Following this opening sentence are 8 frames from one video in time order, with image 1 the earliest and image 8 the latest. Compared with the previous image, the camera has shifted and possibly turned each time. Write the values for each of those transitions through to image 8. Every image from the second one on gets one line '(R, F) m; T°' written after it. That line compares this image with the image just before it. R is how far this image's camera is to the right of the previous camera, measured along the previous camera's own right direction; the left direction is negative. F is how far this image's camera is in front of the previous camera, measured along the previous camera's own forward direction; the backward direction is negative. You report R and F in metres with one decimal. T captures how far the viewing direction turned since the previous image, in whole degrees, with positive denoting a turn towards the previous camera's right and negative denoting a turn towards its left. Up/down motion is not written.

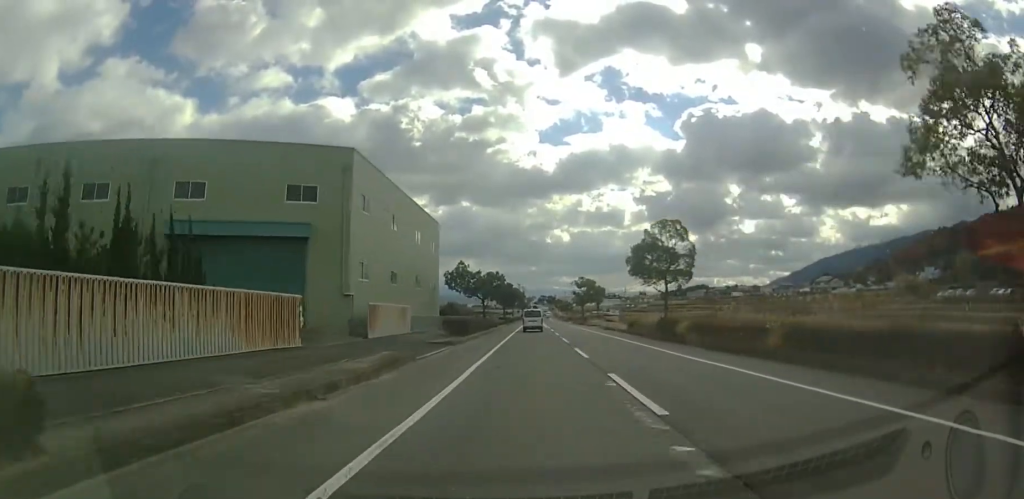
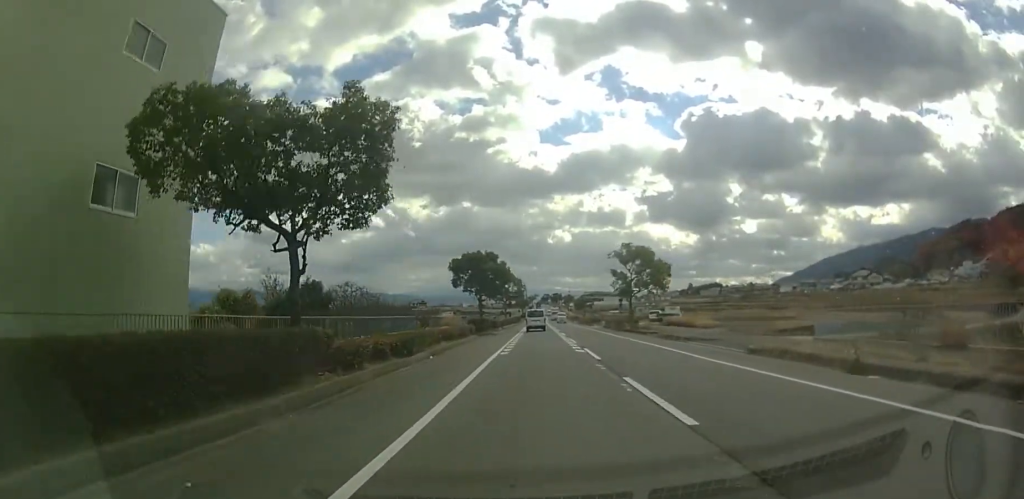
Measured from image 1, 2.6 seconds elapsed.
(+0.2, +41.3) m; 0°
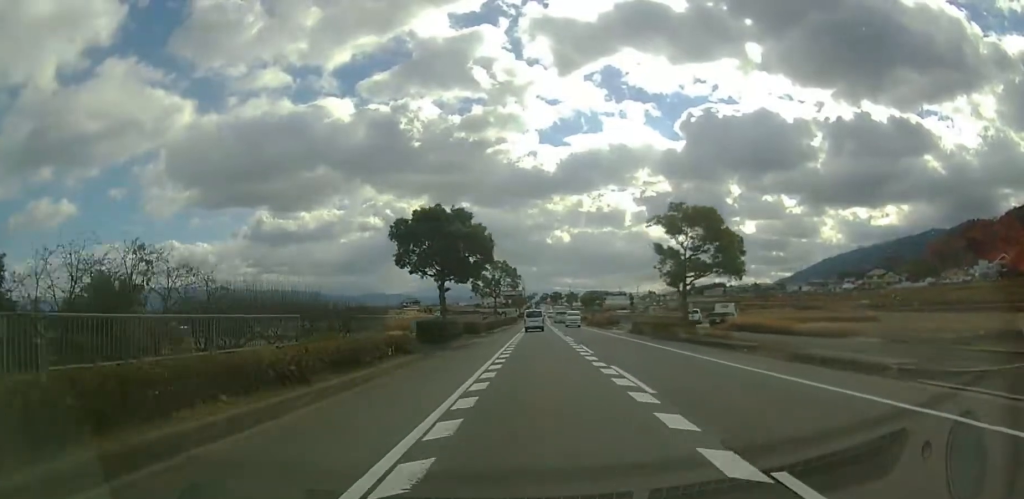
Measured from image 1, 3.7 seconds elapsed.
(-0.1, +17.4) m; -1°
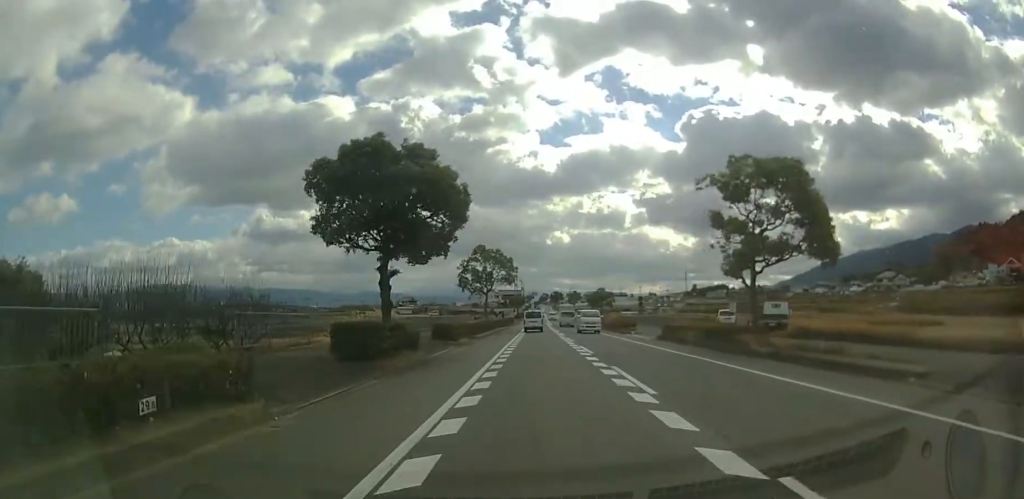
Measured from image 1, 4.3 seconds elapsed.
(0.0, +10.3) m; 0°
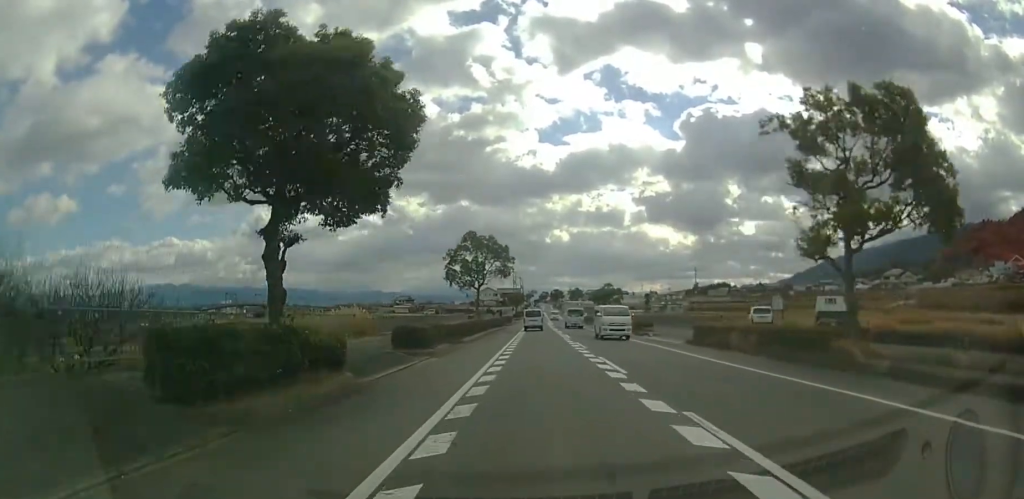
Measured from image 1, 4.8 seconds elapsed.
(-0.1, +6.8) m; 0°
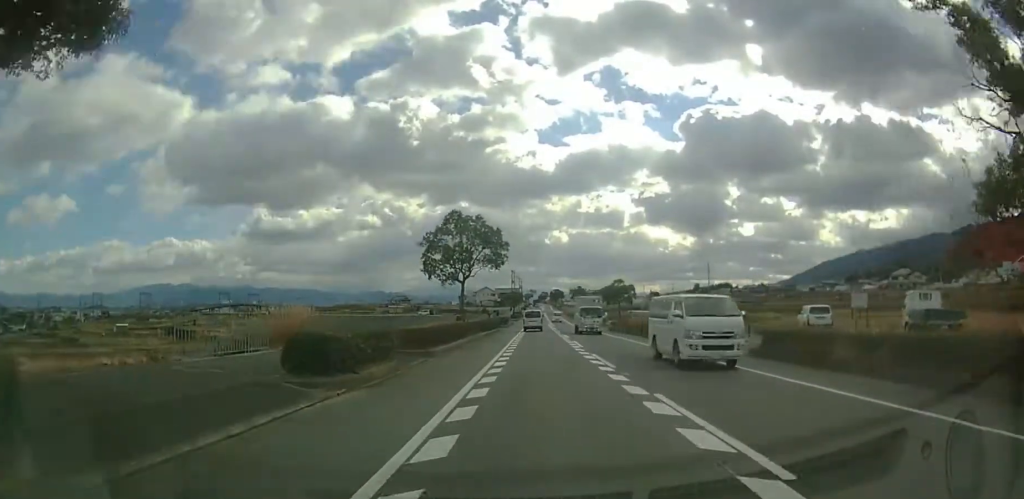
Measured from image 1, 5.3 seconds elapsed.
(-0.1, +7.6) m; 0°
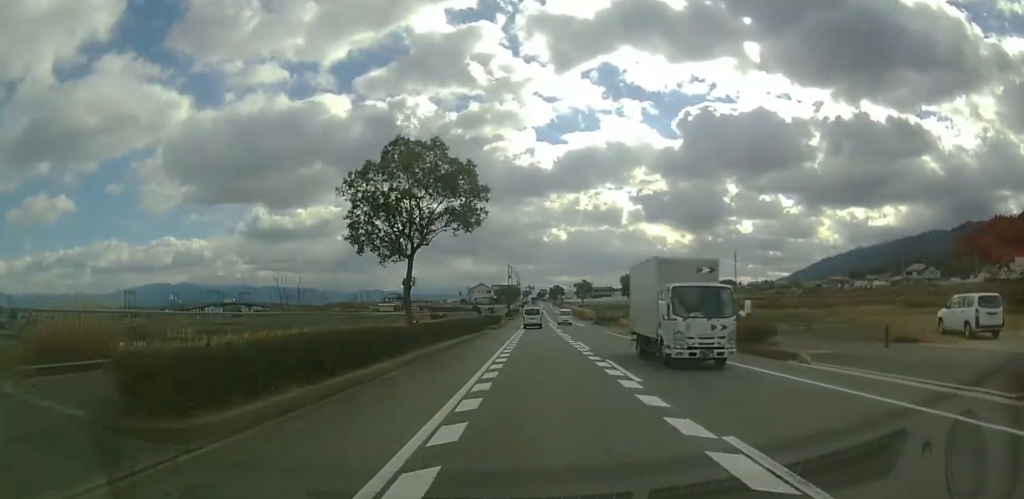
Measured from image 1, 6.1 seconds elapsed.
(+0.2, +13.5) m; +1°
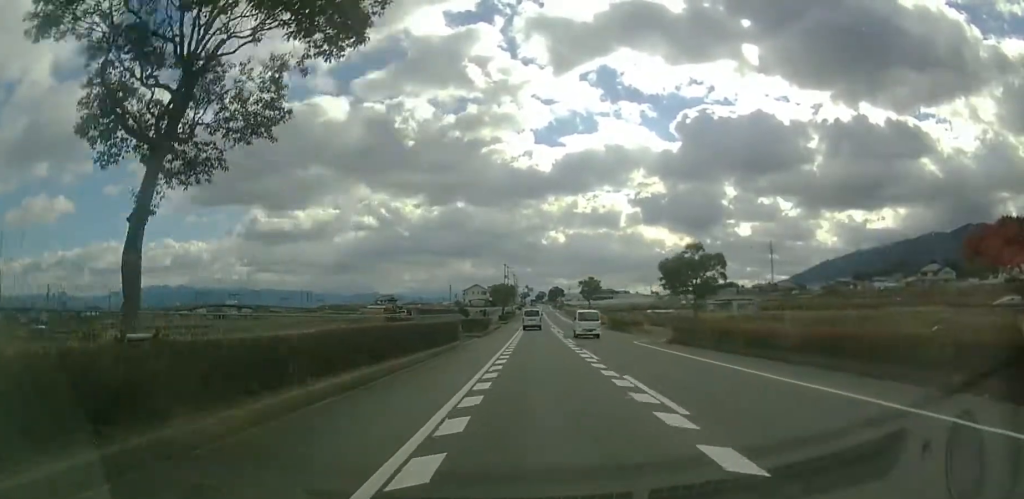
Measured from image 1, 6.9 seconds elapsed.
(+0.1, +13.3) m; 0°
